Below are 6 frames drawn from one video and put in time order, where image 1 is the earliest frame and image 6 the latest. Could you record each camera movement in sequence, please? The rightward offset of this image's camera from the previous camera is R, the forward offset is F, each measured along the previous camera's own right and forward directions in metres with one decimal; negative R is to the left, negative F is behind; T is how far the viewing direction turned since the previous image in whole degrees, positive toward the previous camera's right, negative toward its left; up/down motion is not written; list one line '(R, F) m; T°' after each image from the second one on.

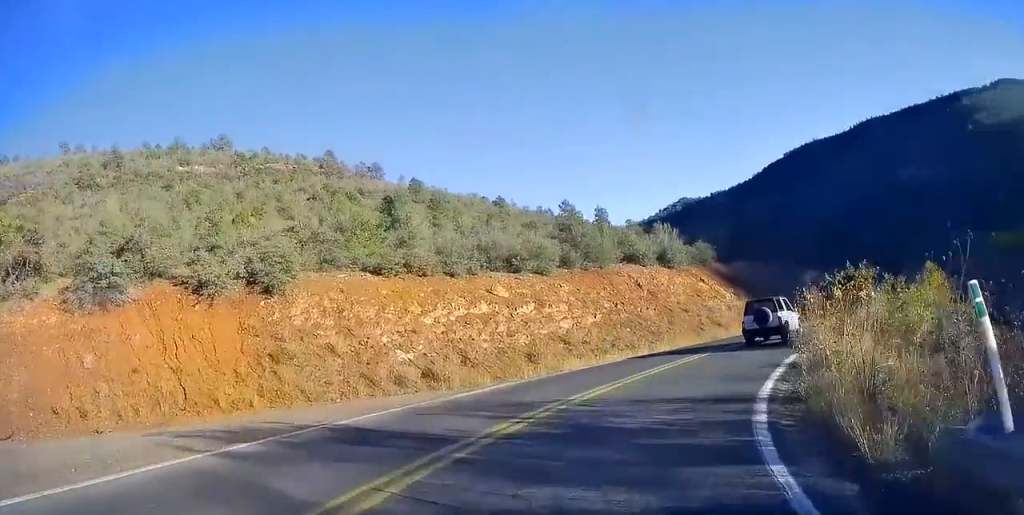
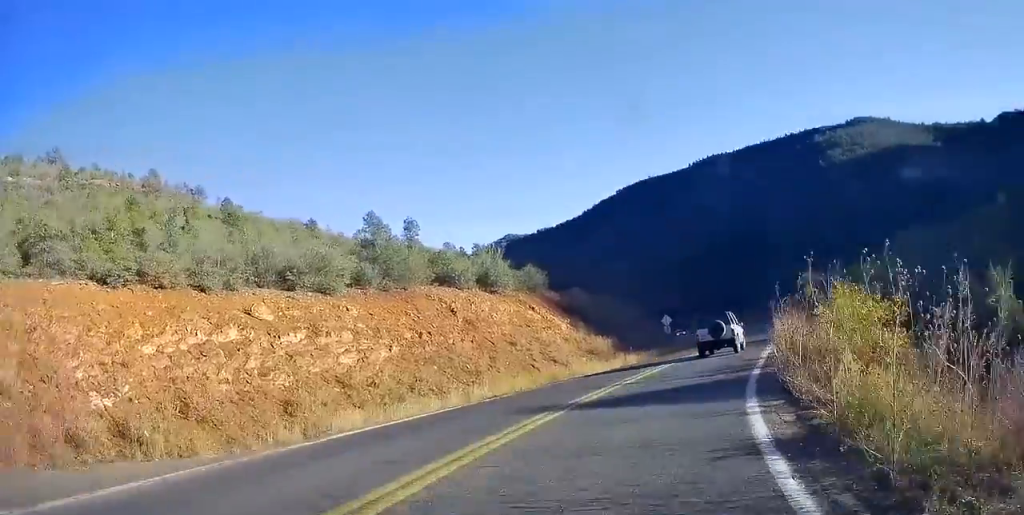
(0.0, +8.4) m; 0°
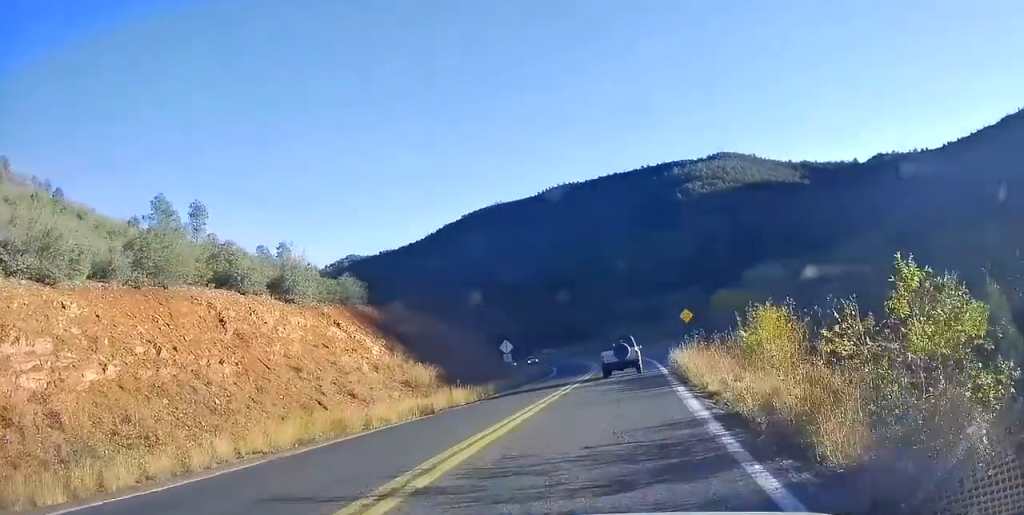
(0.0, +8.5) m; +6°
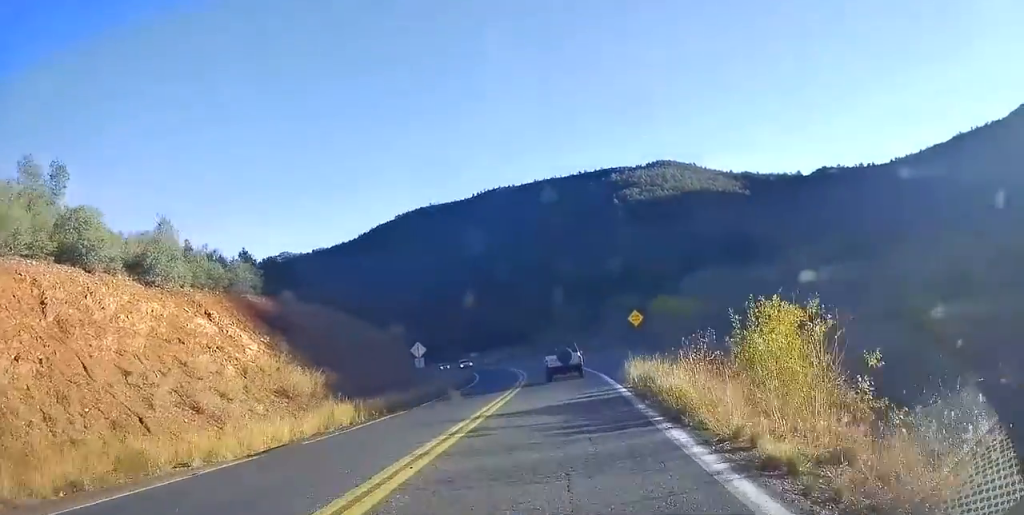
(-0.4, +6.0) m; +12°
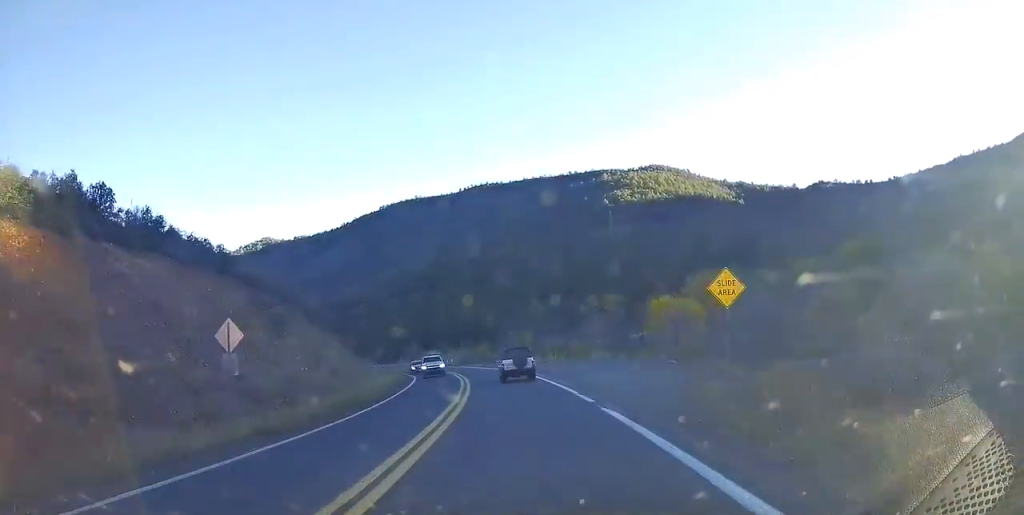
(+4.8, +21.3) m; +14°
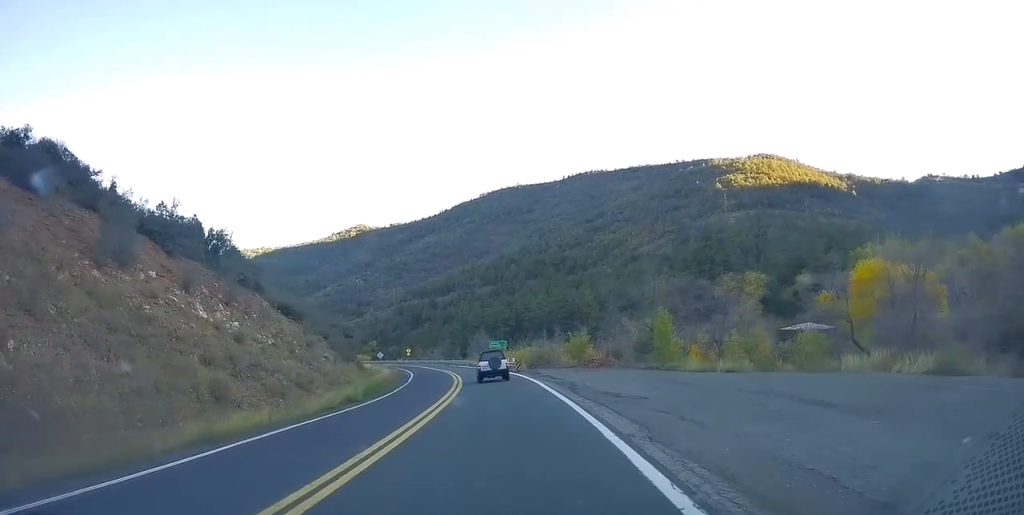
(-2.7, +44.1) m; -9°
